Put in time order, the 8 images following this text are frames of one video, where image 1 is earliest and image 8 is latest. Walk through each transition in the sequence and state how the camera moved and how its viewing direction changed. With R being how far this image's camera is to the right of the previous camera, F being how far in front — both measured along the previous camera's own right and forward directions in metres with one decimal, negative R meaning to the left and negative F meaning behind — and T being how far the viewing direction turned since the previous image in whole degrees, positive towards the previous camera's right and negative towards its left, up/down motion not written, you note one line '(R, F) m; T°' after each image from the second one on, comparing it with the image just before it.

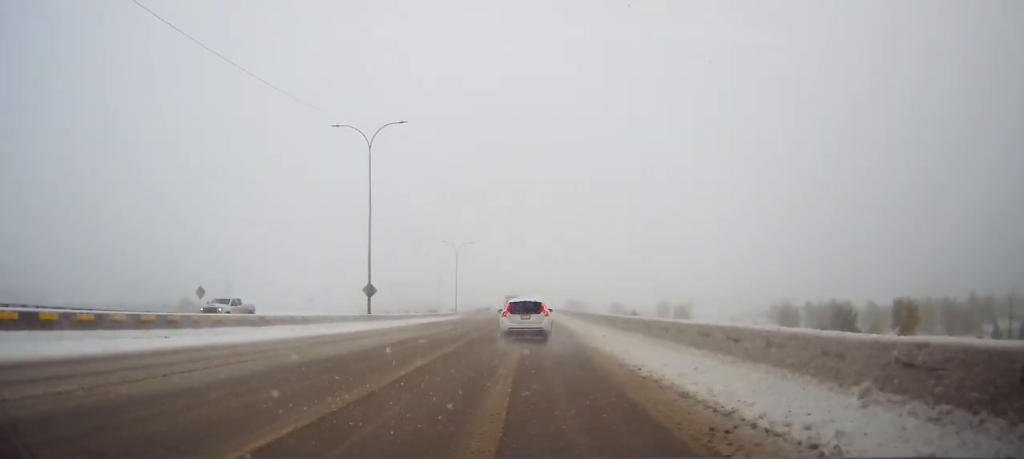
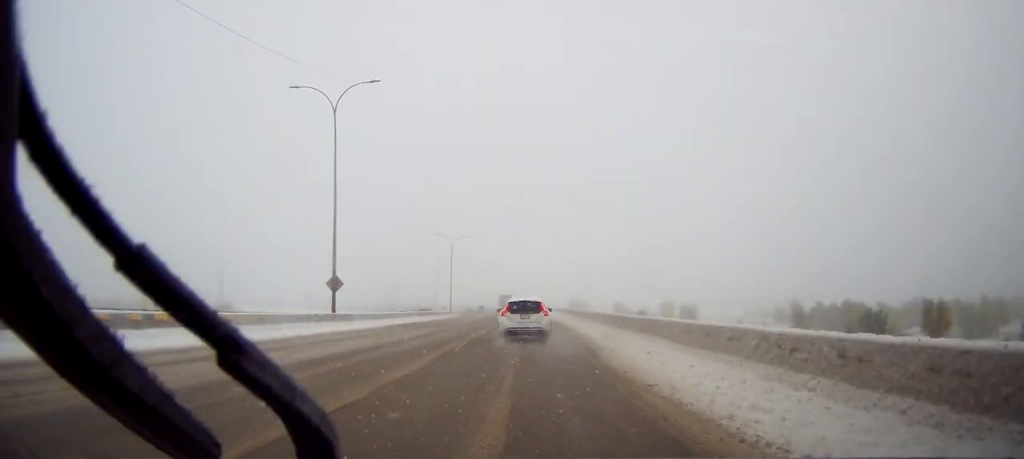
(+0.2, +9.5) m; +1°
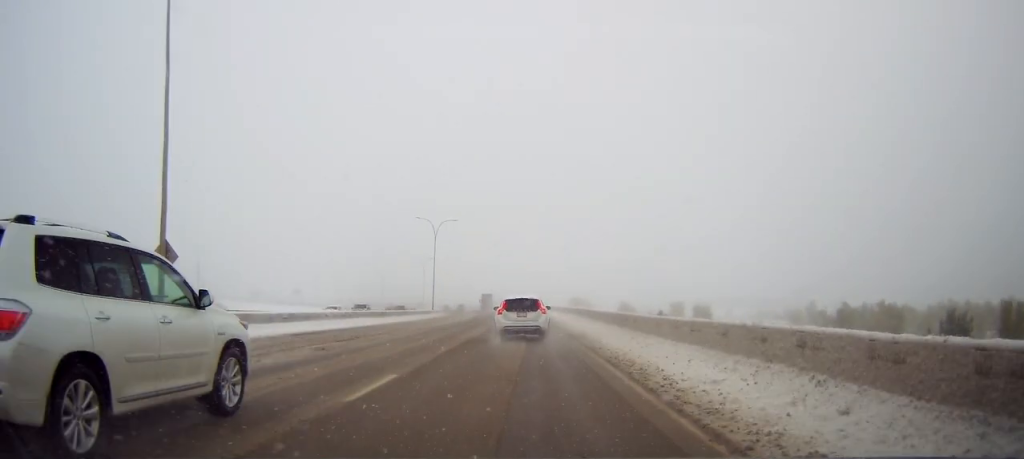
(+0.3, +20.7) m; -1°
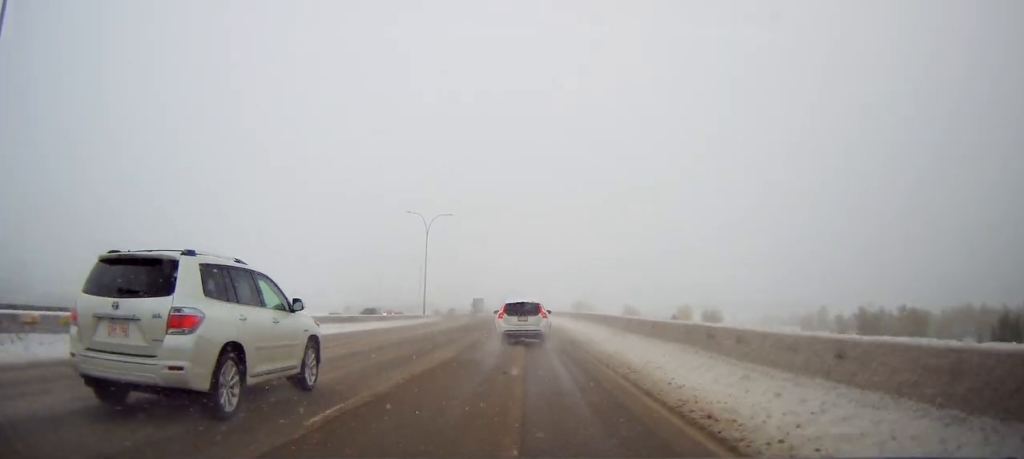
(-0.3, +10.0) m; -1°
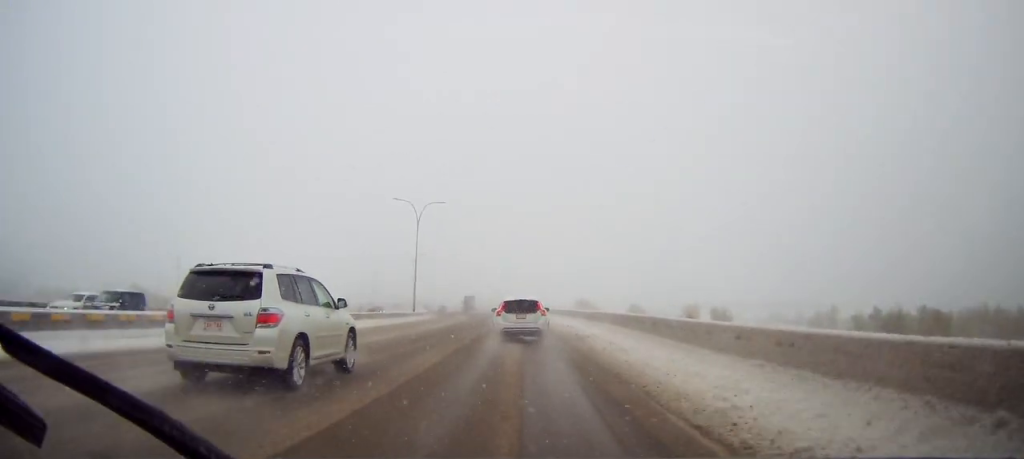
(-0.2, +8.9) m; -1°
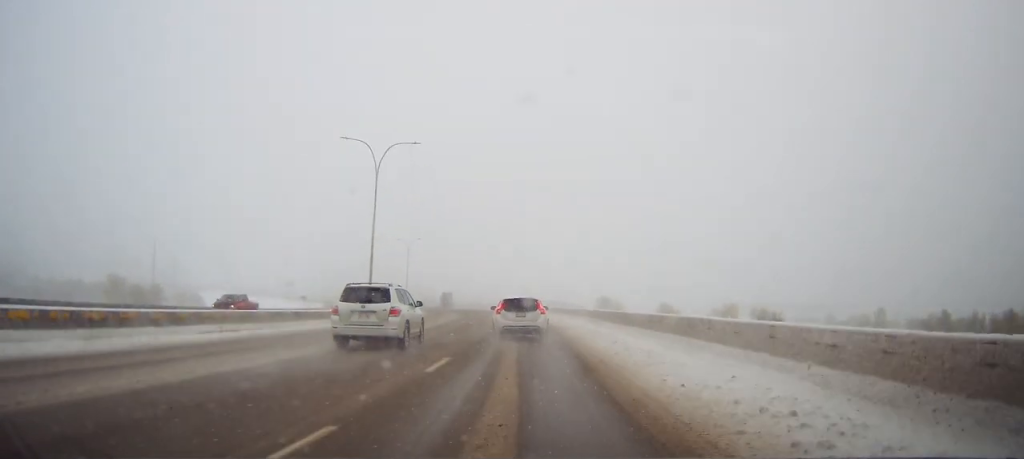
(+1.0, +29.6) m; 0°
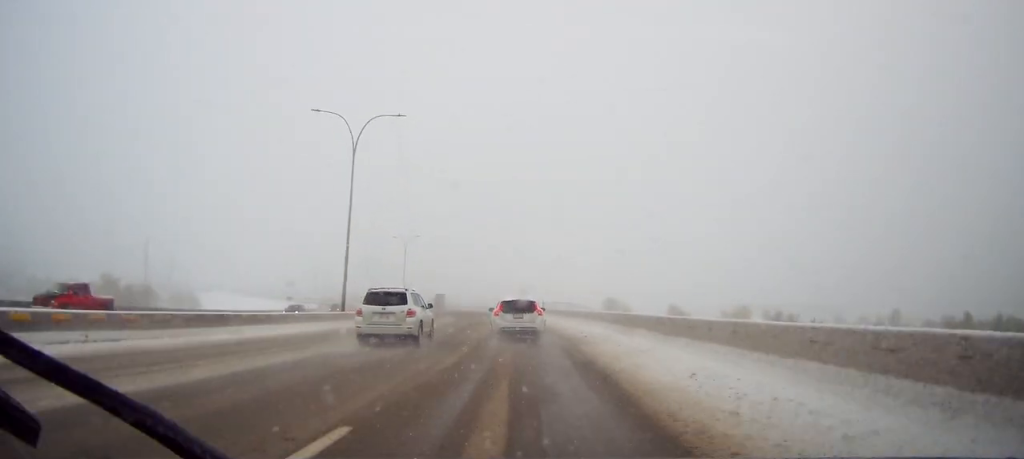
(-0.4, +8.8) m; -1°
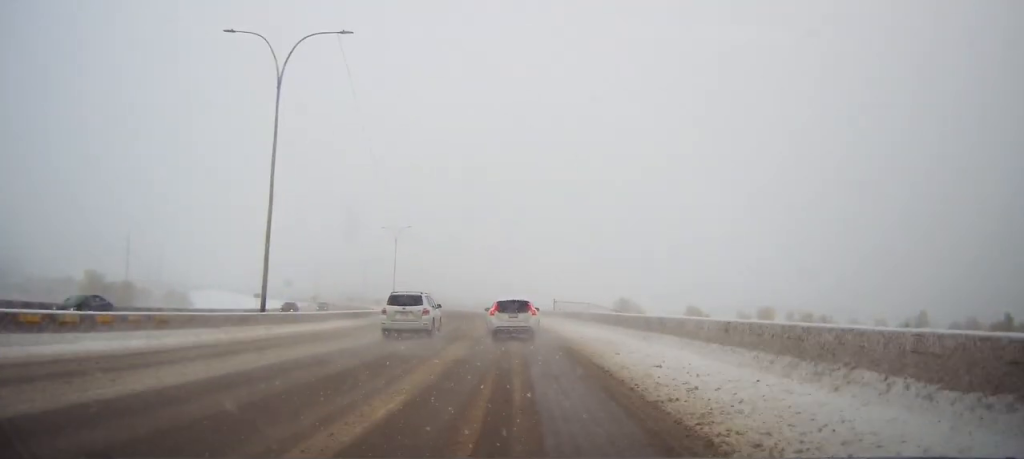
(-0.4, +15.4) m; -1°
